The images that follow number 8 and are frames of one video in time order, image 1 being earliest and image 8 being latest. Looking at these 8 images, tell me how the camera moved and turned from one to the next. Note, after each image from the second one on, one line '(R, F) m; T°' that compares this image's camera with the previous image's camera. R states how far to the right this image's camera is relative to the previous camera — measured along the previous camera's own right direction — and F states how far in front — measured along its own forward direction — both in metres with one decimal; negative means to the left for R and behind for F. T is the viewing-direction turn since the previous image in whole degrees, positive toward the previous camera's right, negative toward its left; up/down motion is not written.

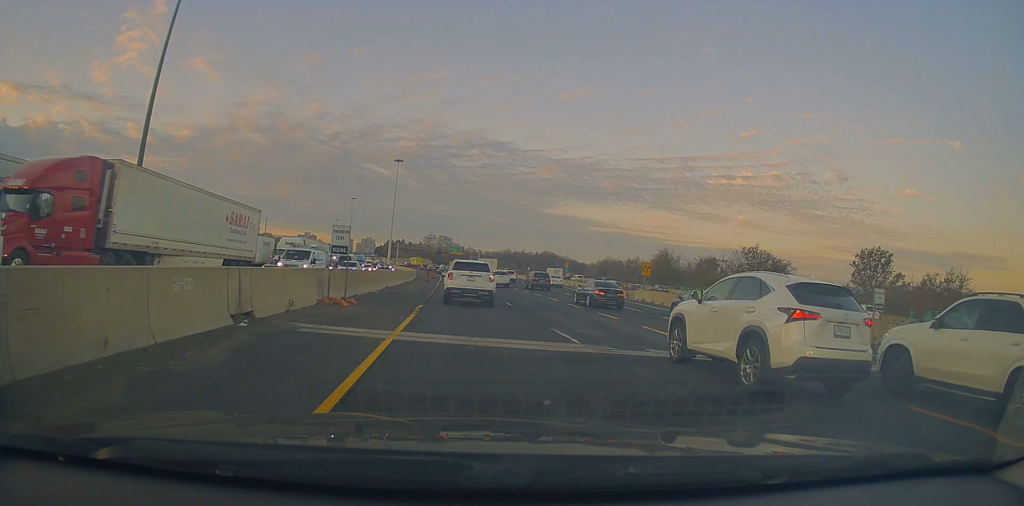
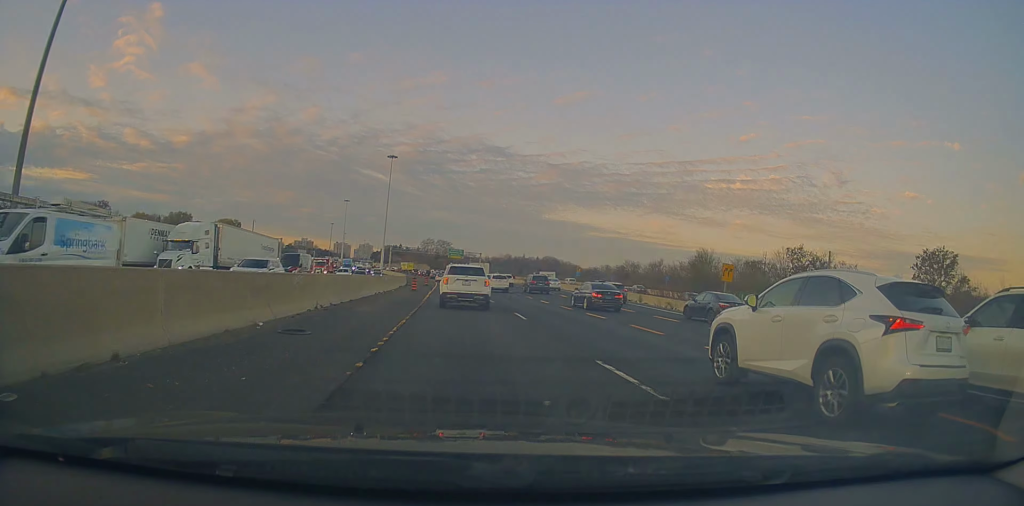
(0.0, +17.6) m; +1°
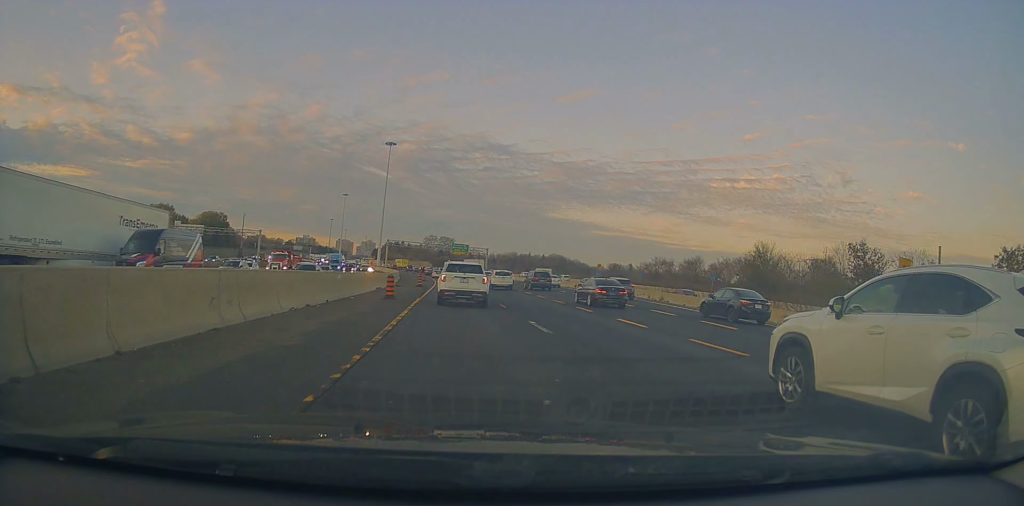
(+0.2, +17.3) m; 0°
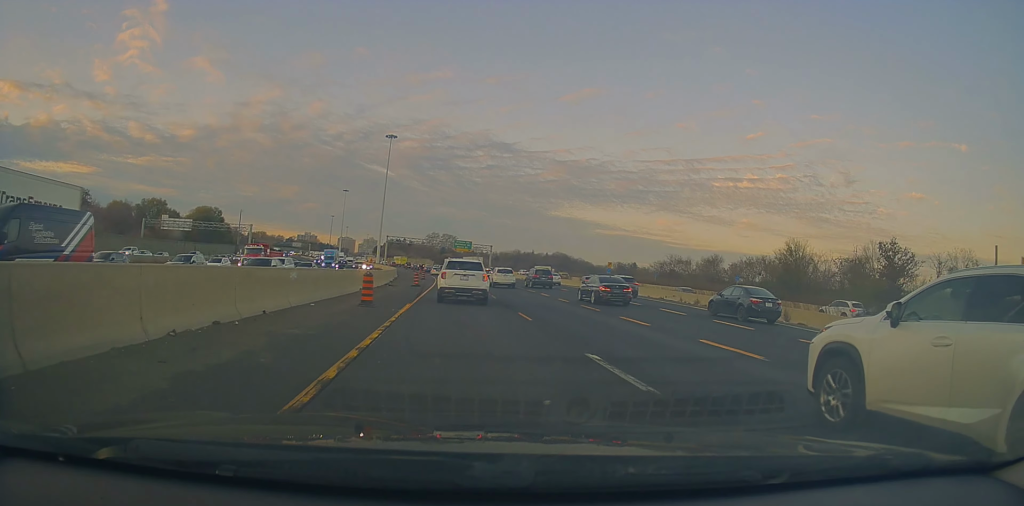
(+0.1, +6.9) m; -1°
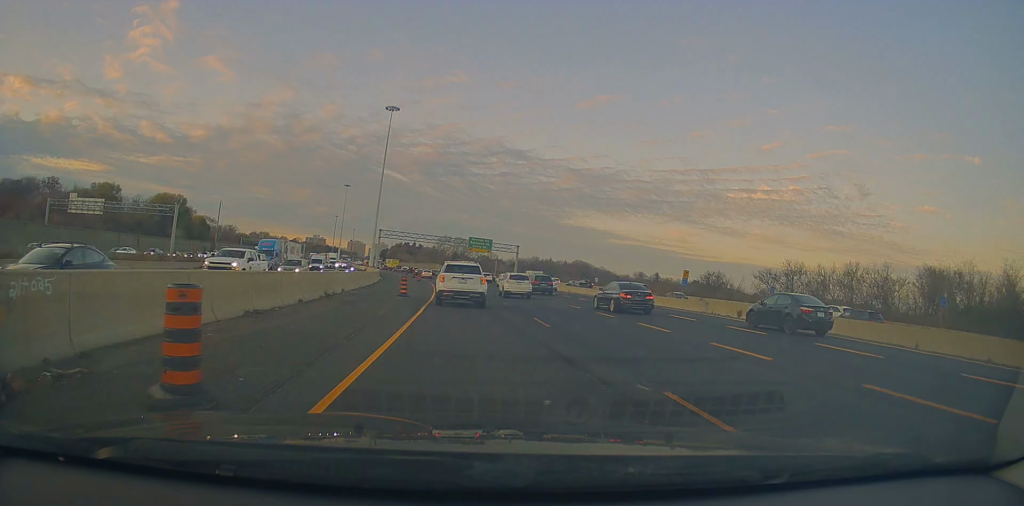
(-0.1, +36.5) m; -1°
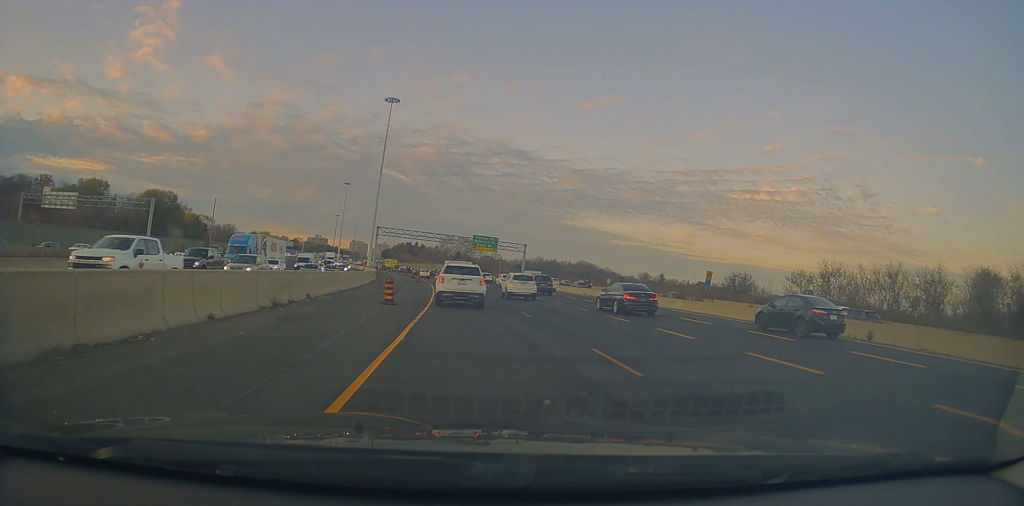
(-0.3, +7.7) m; -1°
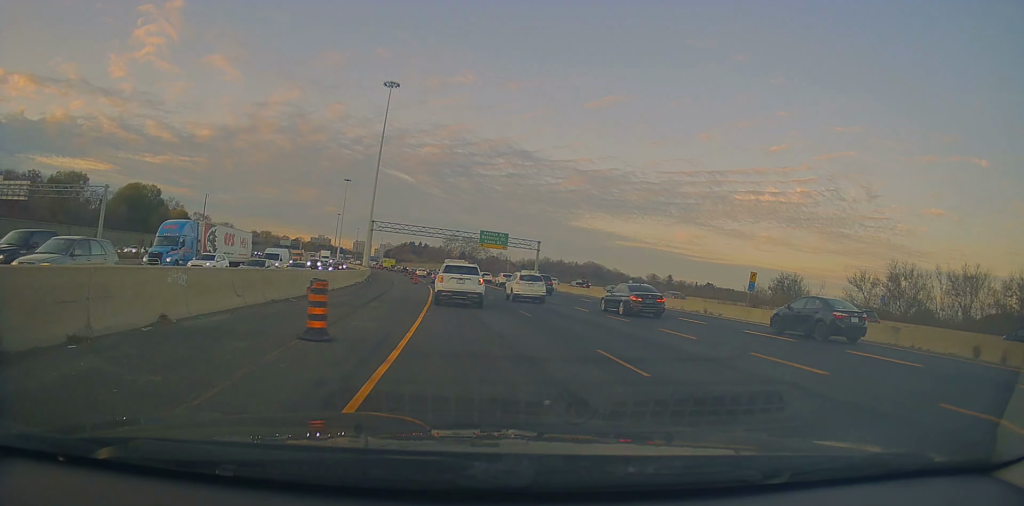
(-0.3, +11.8) m; -1°
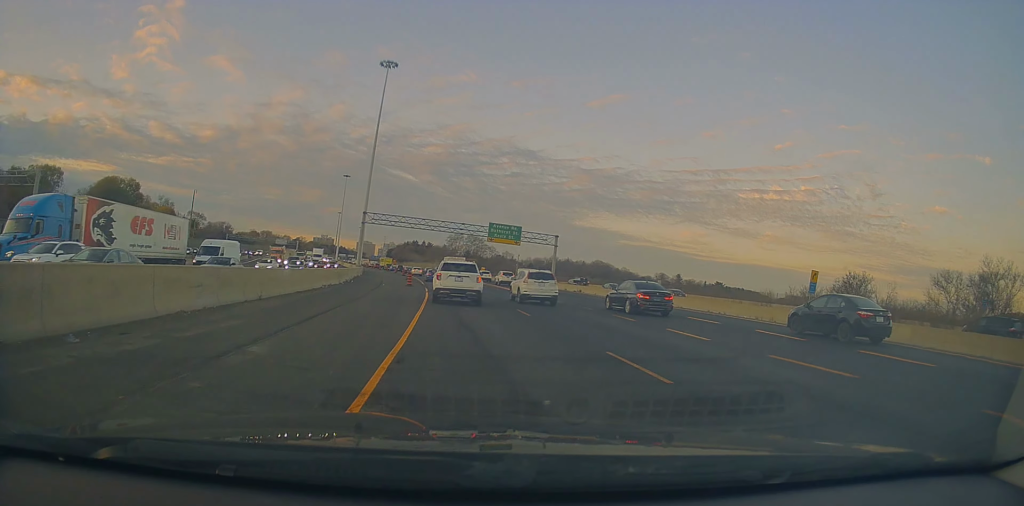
(+0.3, +12.7) m; 0°
